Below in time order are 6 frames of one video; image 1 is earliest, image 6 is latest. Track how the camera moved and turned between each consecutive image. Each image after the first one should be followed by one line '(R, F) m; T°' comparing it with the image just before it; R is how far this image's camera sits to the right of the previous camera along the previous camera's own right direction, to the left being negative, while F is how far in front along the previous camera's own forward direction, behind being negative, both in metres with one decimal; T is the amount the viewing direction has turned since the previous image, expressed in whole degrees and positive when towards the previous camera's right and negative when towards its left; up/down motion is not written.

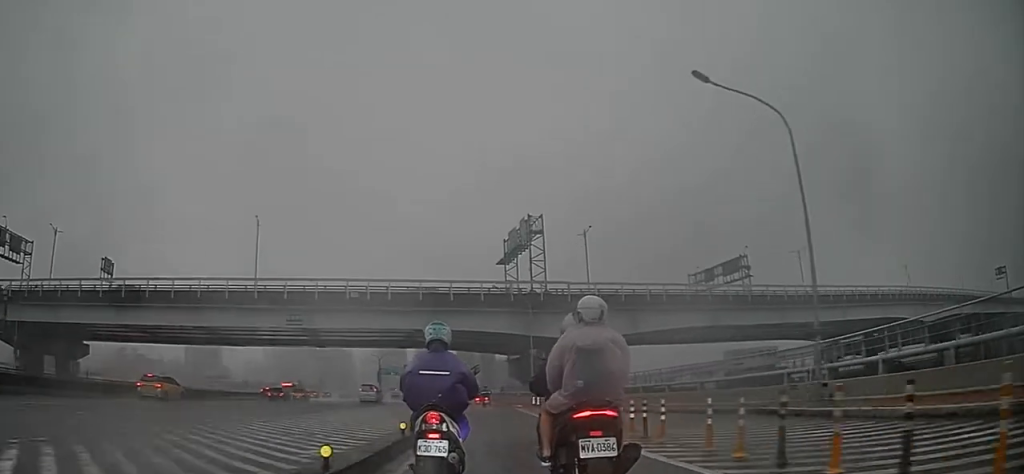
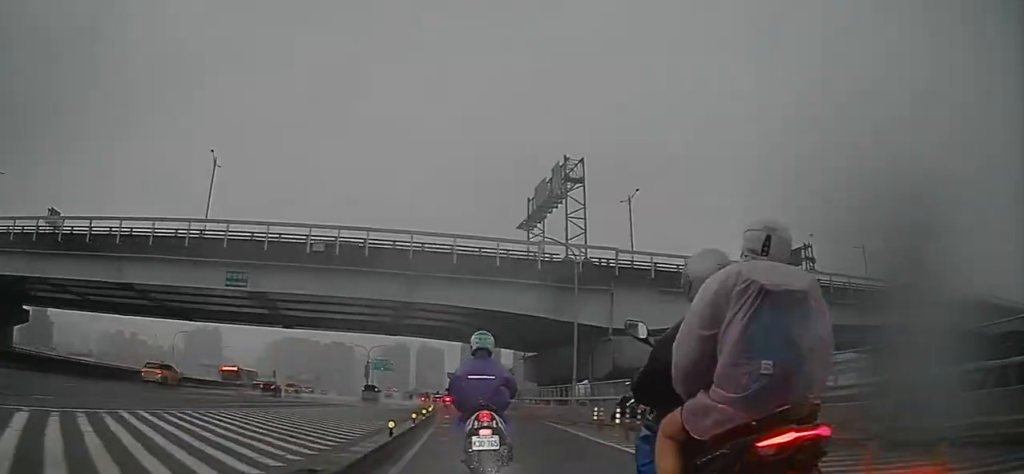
(+0.1, +14.9) m; 0°
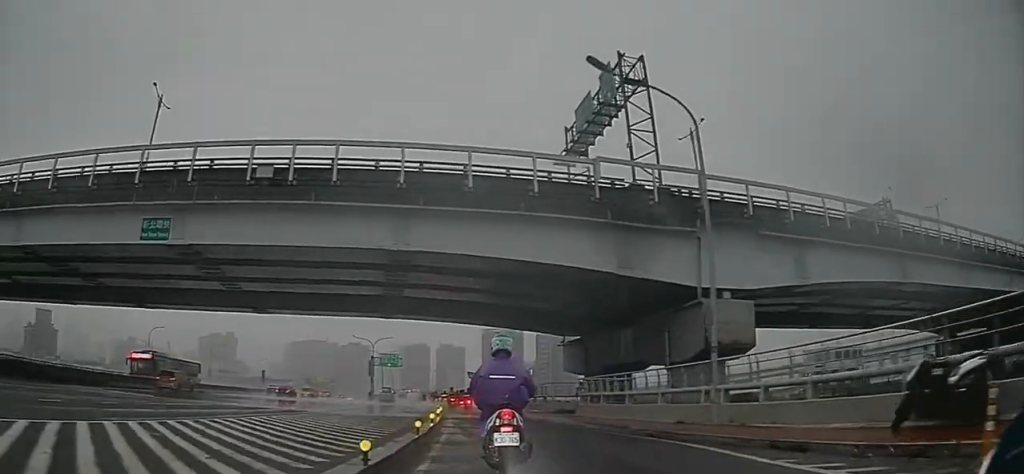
(-0.1, +12.7) m; -1°
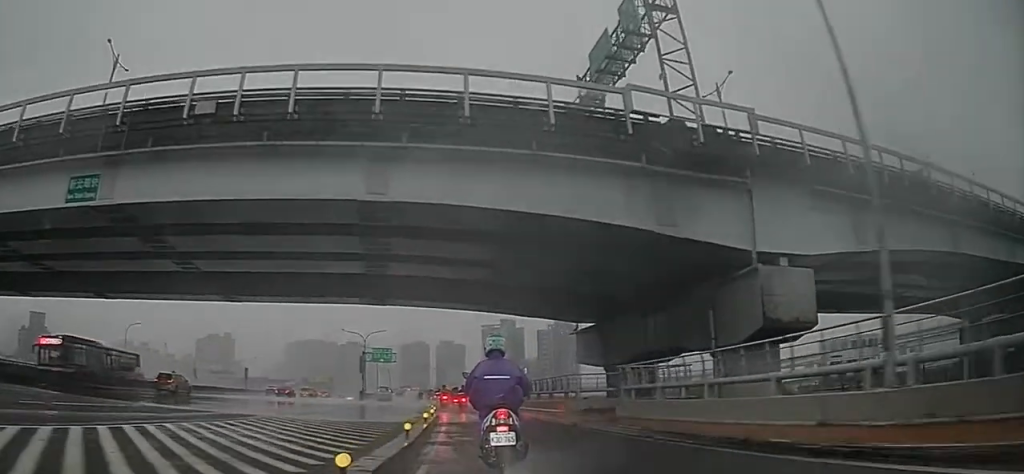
(0.0, +5.9) m; -1°
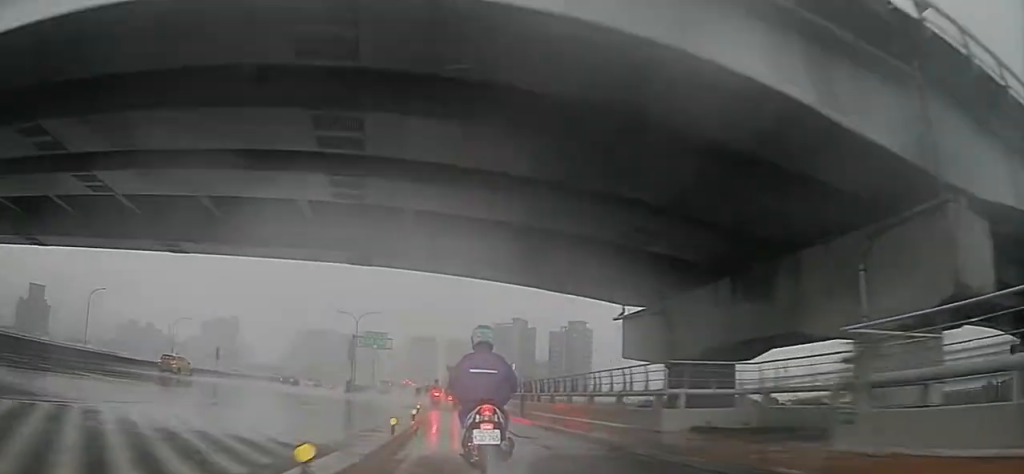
(-0.2, +10.2) m; -2°
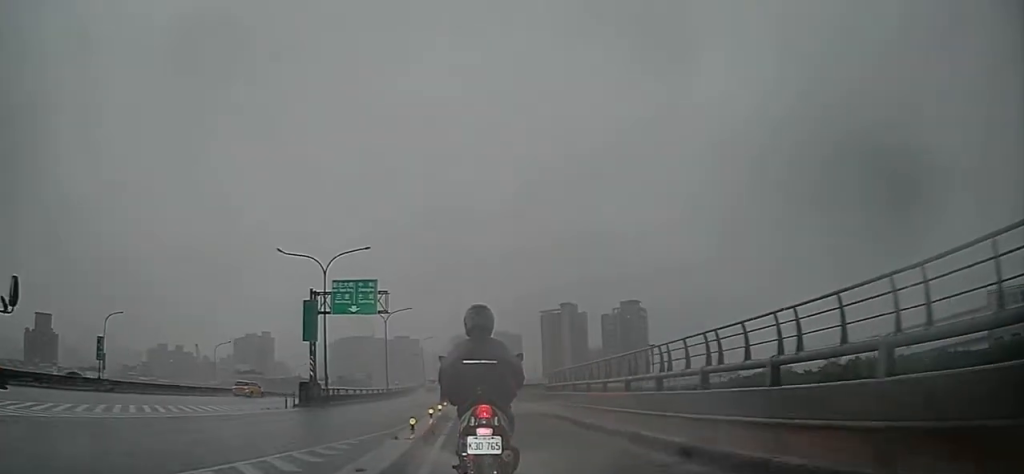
(-1.4, +29.5) m; -4°
